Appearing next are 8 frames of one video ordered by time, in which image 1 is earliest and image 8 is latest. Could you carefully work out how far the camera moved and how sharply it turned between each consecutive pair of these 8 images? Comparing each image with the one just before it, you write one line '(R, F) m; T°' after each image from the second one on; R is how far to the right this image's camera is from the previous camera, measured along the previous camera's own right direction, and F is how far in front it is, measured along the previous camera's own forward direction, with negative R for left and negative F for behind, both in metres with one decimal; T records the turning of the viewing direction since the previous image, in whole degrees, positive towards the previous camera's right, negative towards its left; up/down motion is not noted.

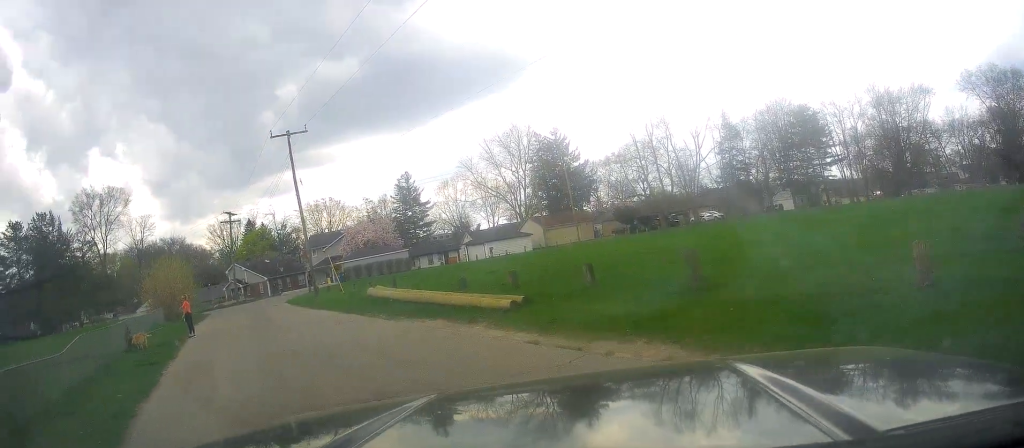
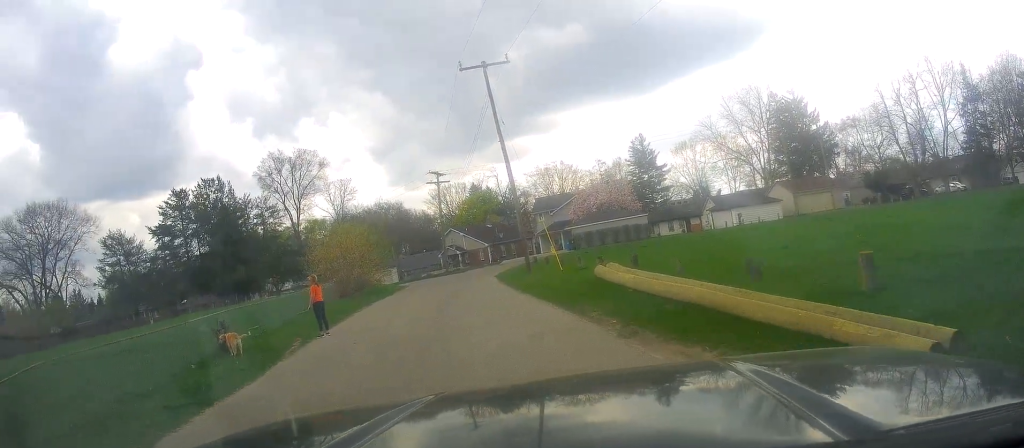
(-2.1, +7.9) m; -22°
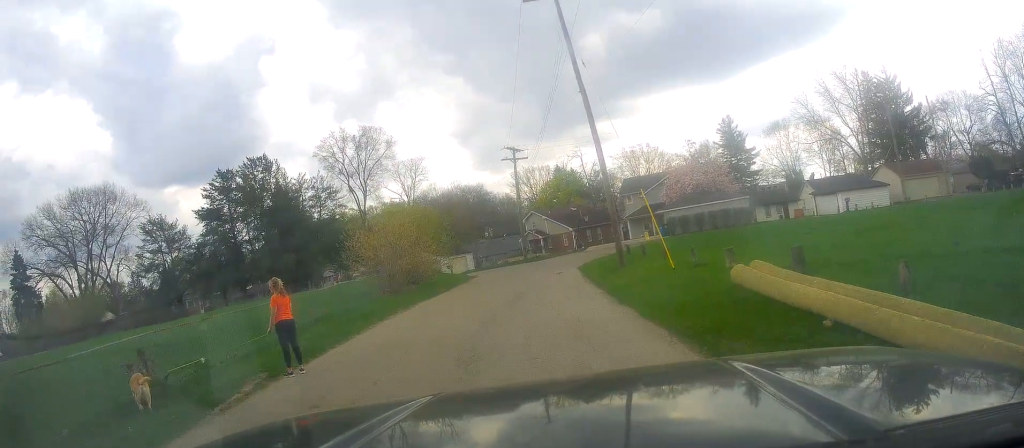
(-0.4, +7.0) m; -4°
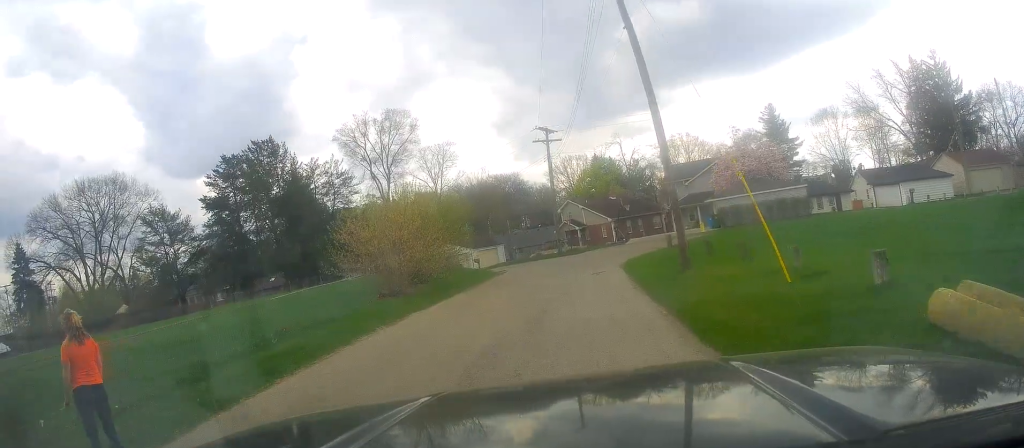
(0.0, +5.8) m; -5°
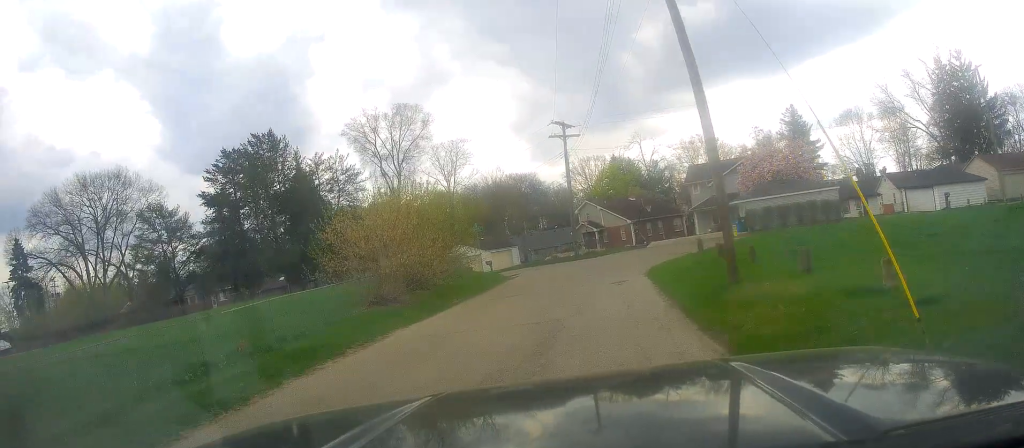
(0.0, +3.0) m; -2°
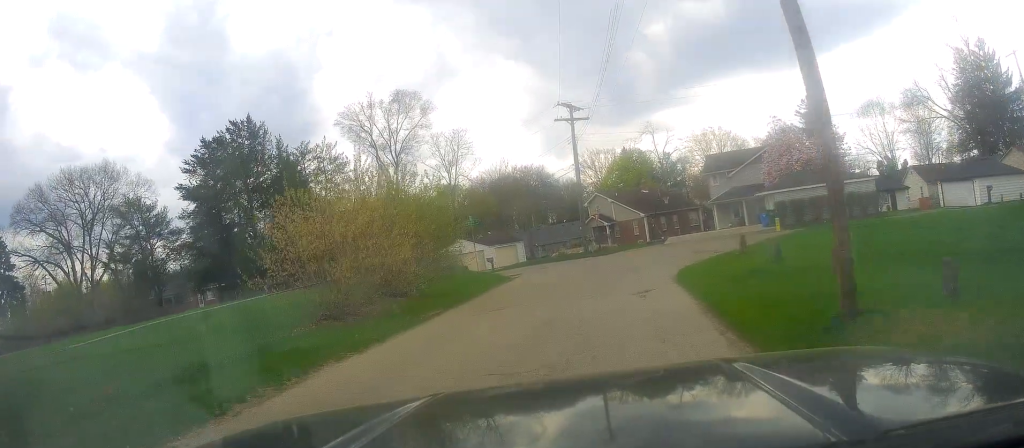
(-0.6, +4.6) m; 0°
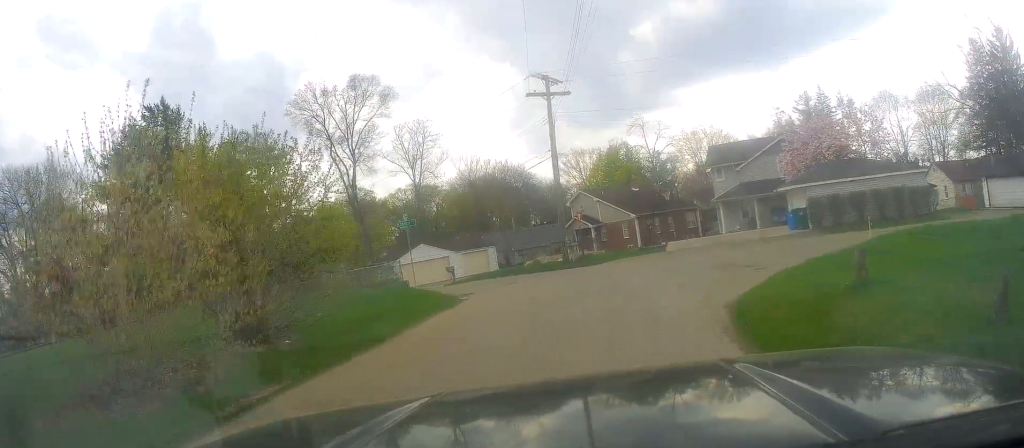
(+0.9, +8.8) m; +7°
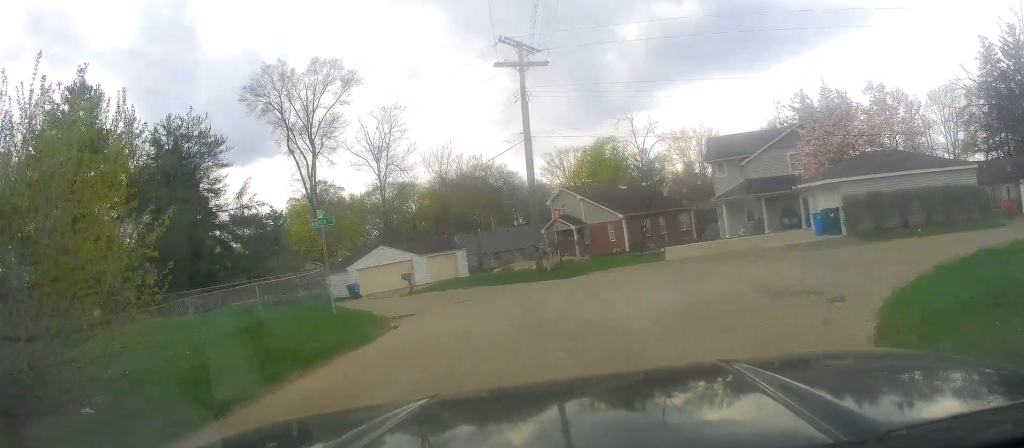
(0.0, +6.5) m; 0°
